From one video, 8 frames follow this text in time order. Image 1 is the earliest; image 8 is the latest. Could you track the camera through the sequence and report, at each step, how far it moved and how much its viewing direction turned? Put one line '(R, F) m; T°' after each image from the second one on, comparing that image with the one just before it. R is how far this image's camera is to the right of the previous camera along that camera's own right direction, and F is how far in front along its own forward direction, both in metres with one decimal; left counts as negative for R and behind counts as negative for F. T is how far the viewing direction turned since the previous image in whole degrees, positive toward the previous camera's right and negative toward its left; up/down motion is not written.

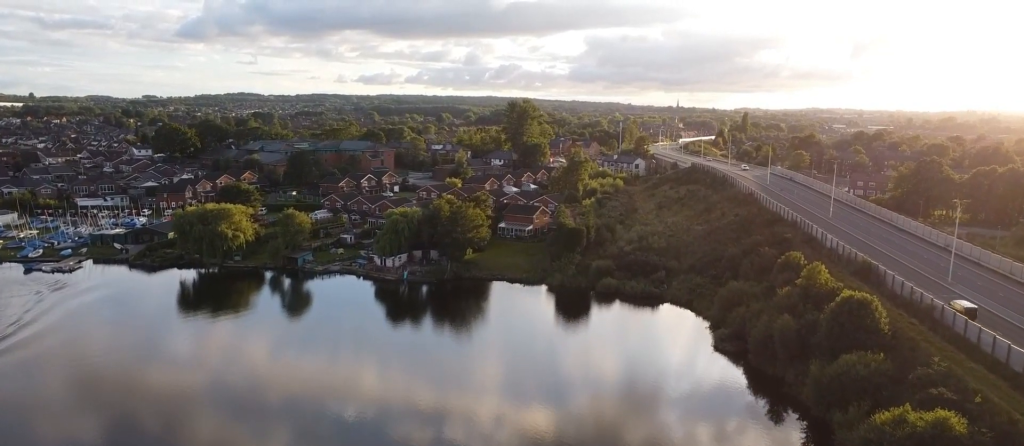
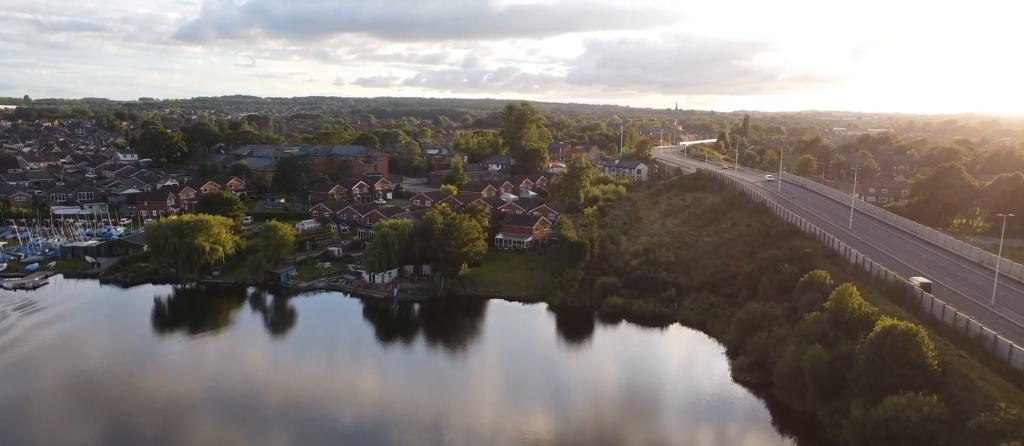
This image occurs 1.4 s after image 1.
(0.0, +11.1) m; 0°
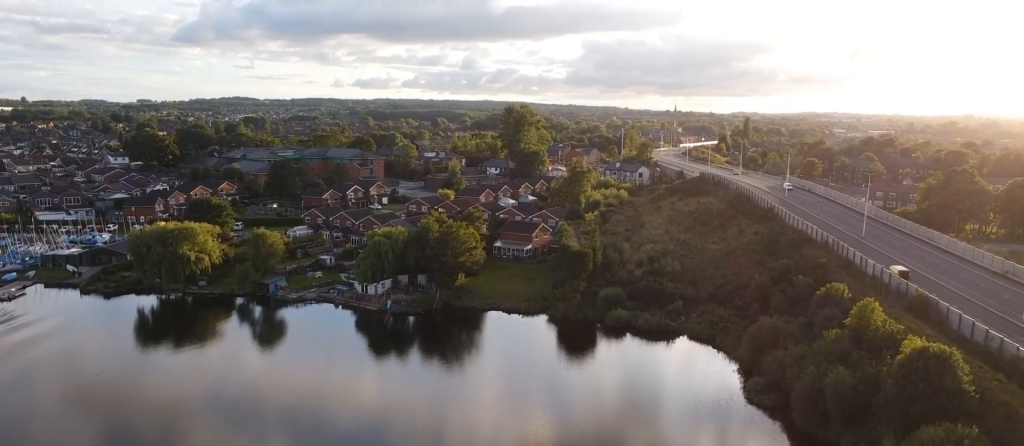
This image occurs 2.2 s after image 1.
(0.0, +6.7) m; 0°
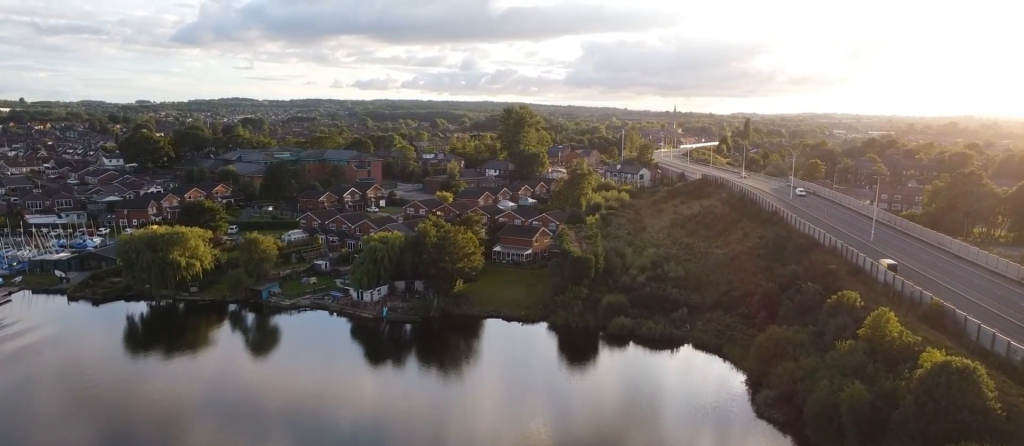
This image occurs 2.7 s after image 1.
(0.0, +4.0) m; 0°
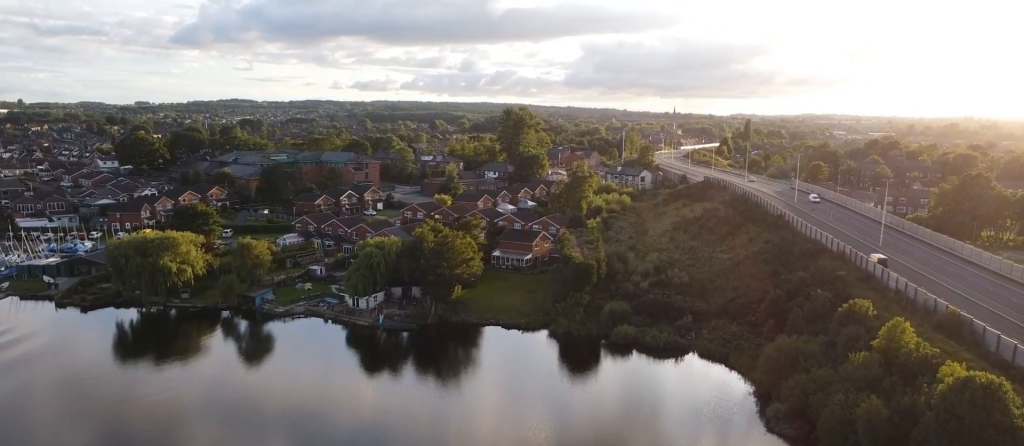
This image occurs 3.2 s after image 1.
(0.0, +3.8) m; 0°
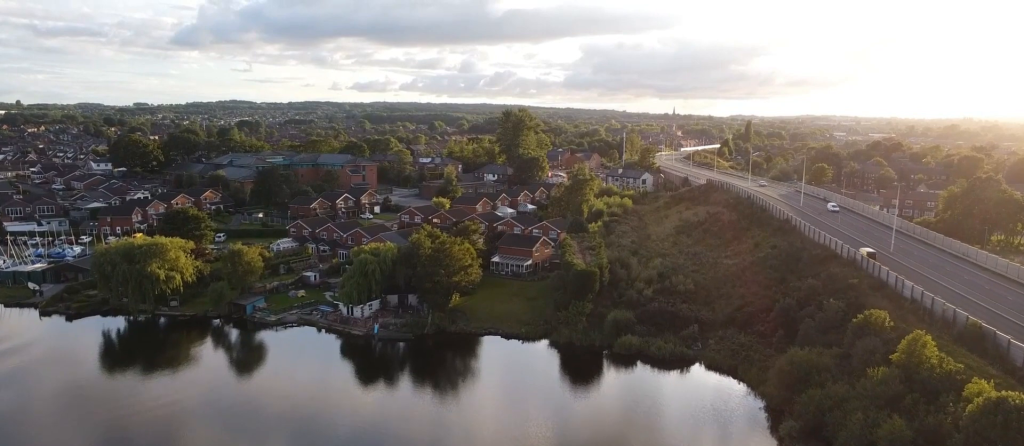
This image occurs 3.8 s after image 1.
(0.0, +4.6) m; 0°
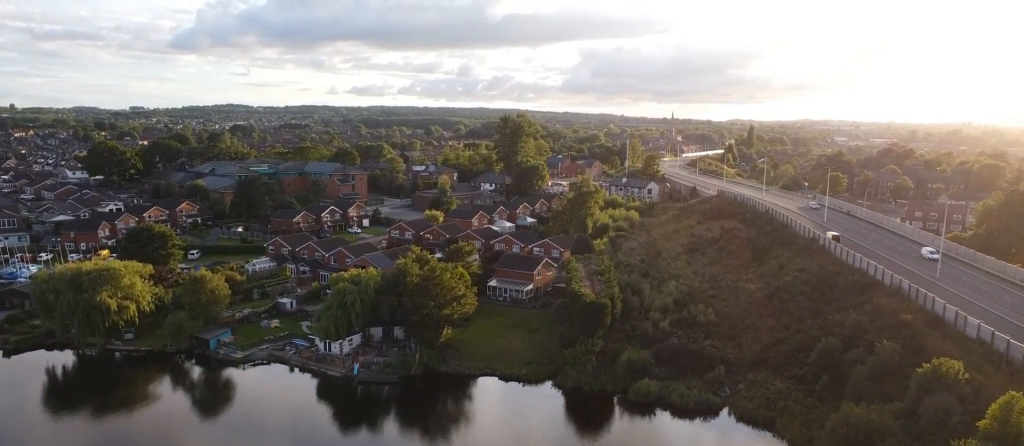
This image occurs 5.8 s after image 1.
(-0.1, +16.1) m; 0°
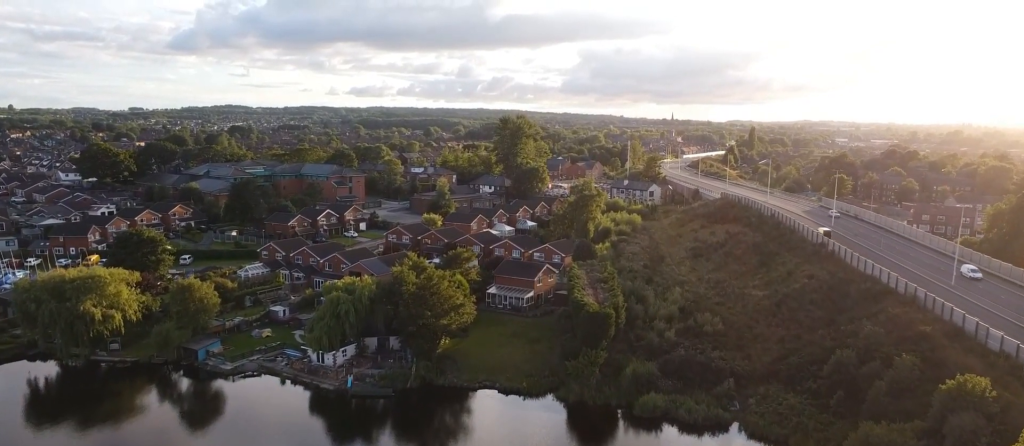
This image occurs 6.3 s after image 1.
(0.0, +4.5) m; 0°
